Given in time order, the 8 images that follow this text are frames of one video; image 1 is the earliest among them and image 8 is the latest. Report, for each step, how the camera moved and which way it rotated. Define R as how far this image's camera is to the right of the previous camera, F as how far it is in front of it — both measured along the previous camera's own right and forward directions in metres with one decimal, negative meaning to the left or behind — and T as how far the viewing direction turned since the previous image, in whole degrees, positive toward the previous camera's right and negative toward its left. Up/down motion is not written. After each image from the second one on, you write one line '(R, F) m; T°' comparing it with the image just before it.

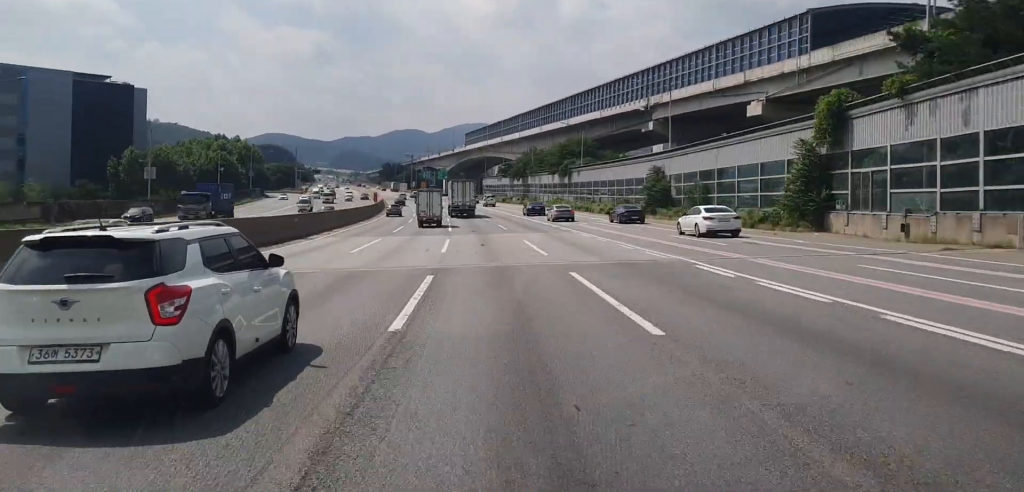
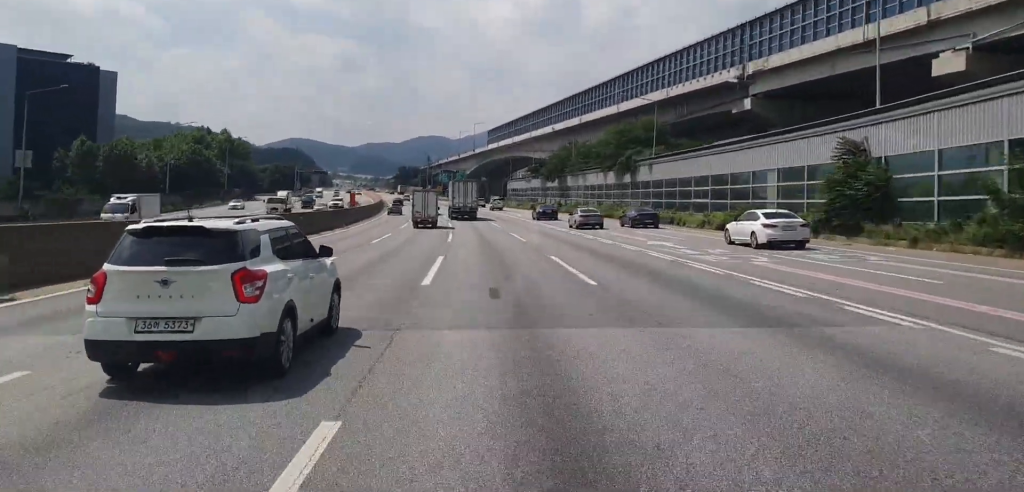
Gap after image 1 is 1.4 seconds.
(-0.5, +33.7) m; -2°
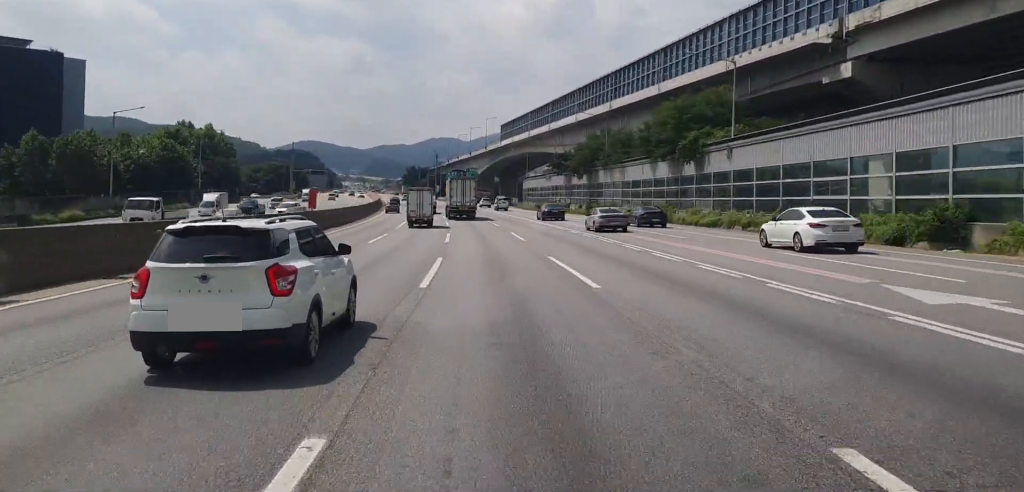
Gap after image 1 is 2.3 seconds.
(-0.4, +20.6) m; -1°
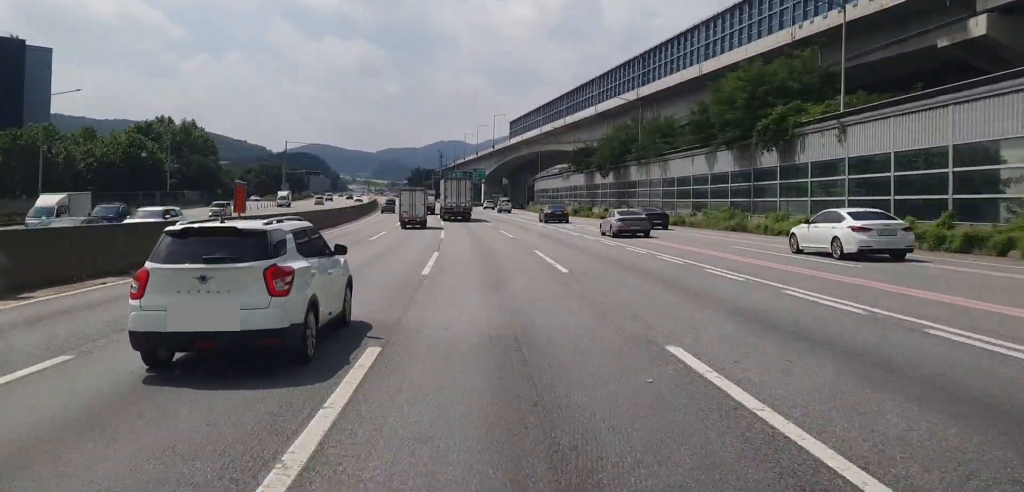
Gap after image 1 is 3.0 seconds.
(-0.1, +16.0) m; -1°
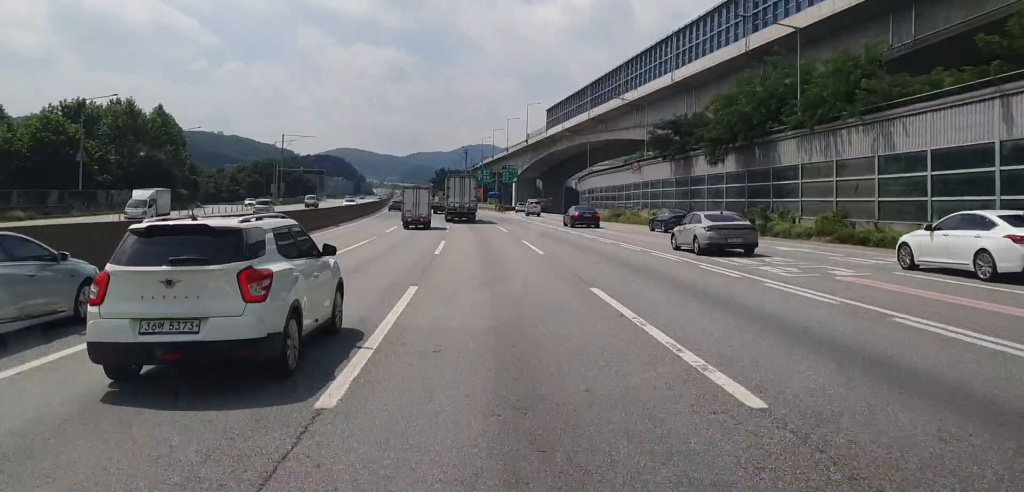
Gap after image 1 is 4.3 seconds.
(-0.5, +33.3) m; -2°
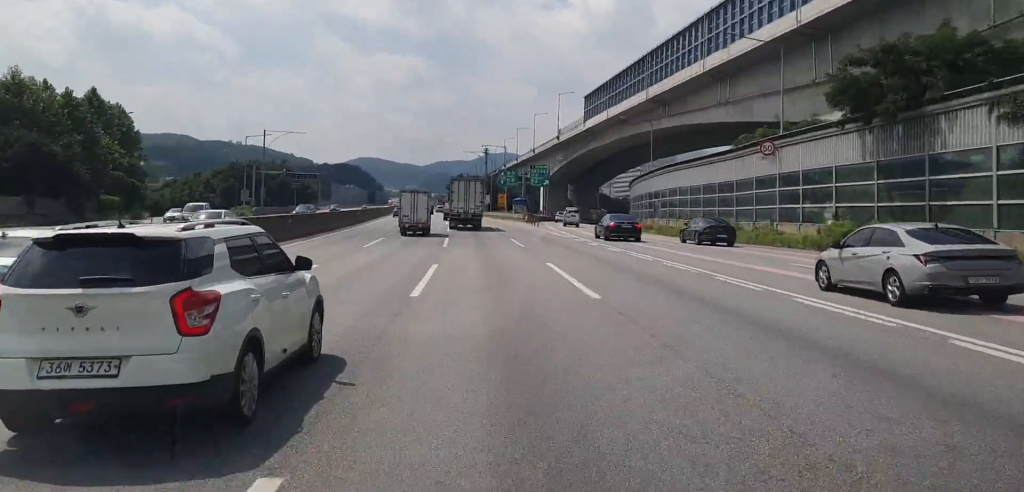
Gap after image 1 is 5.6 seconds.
(-0.1, +31.1) m; -1°
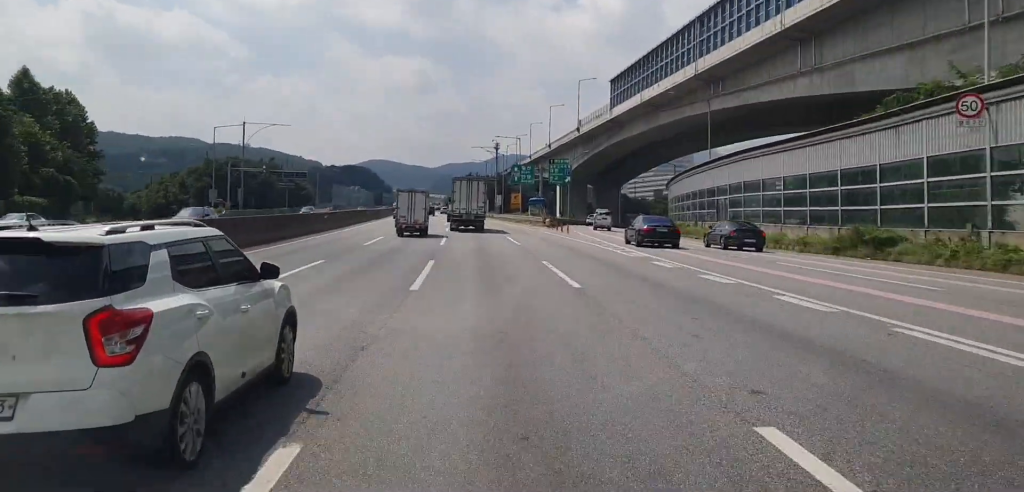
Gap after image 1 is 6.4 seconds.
(-0.4, +18.8) m; -1°
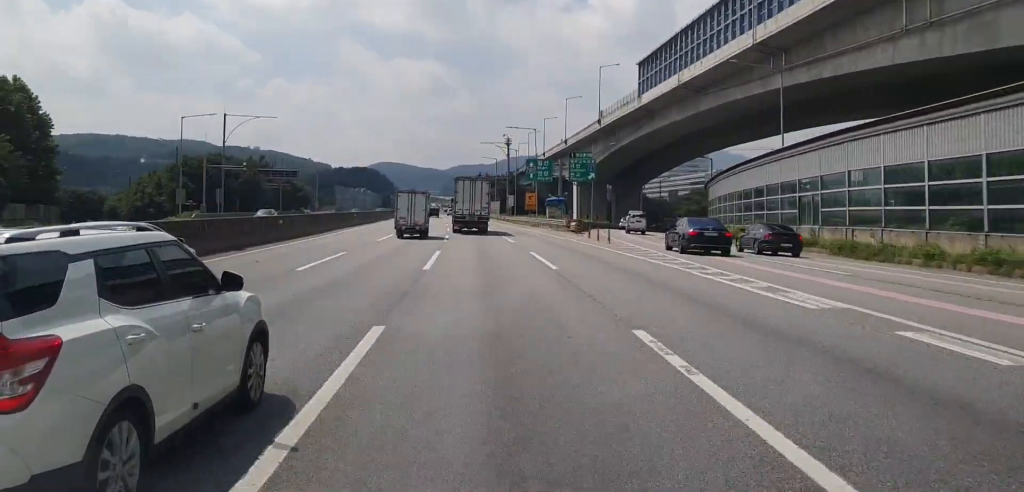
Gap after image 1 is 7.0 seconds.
(-0.1, +14.6) m; -1°
